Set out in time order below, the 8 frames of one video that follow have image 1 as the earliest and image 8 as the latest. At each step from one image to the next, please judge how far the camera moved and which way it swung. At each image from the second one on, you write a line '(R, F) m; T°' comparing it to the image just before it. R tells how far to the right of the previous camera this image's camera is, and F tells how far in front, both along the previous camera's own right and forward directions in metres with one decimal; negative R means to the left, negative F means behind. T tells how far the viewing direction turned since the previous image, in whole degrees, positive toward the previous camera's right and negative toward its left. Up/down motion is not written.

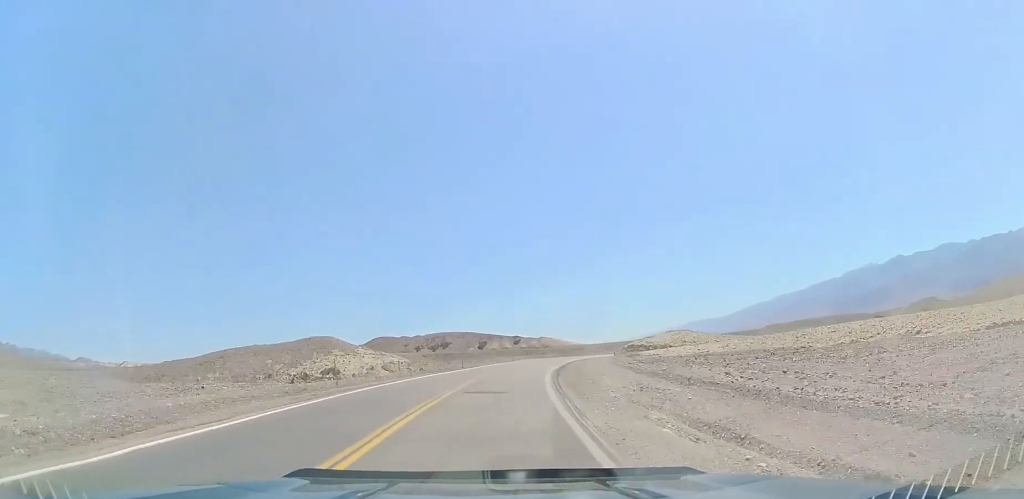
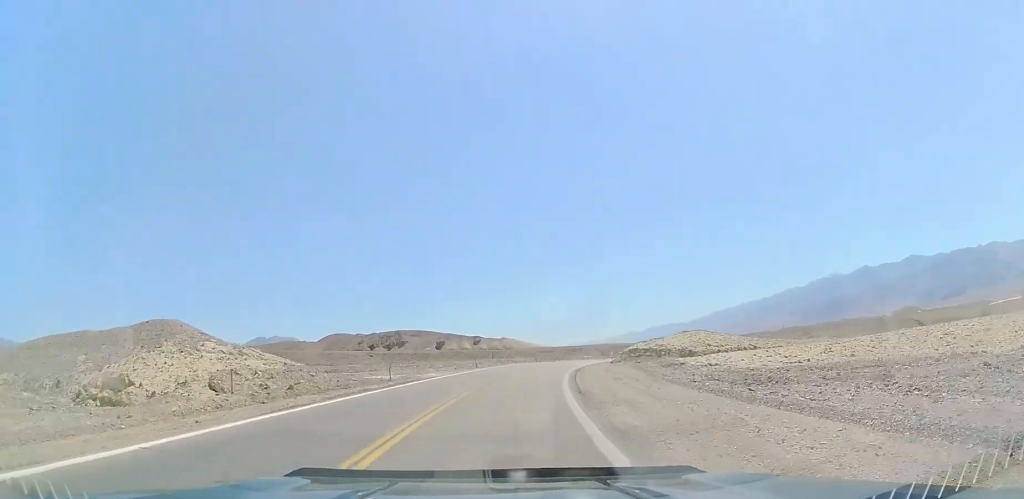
(+0.6, +24.0) m; +3°
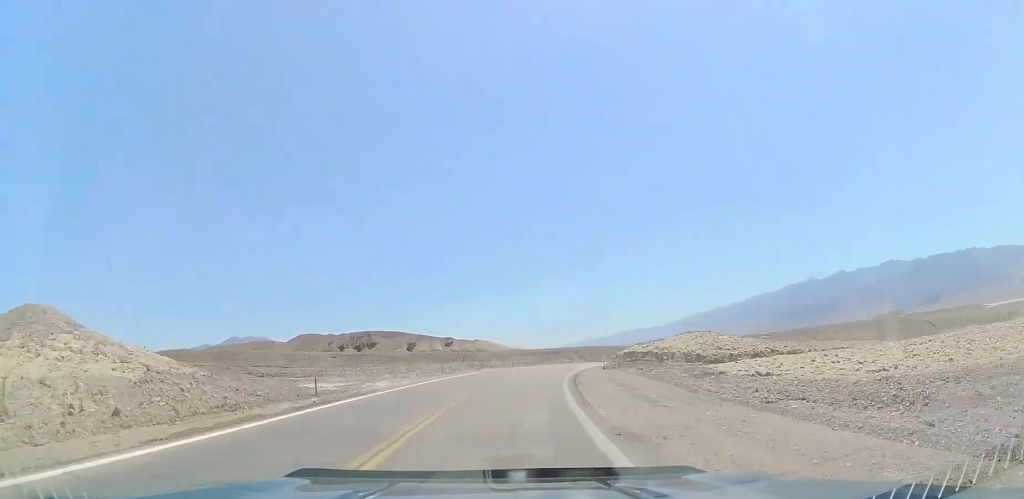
(+0.3, +10.3) m; +1°
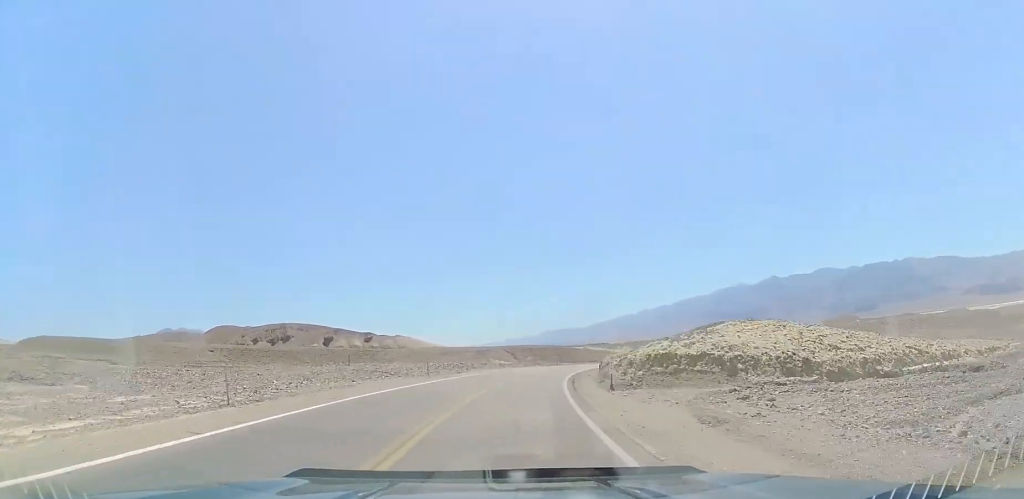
(+0.7, +28.8) m; +7°
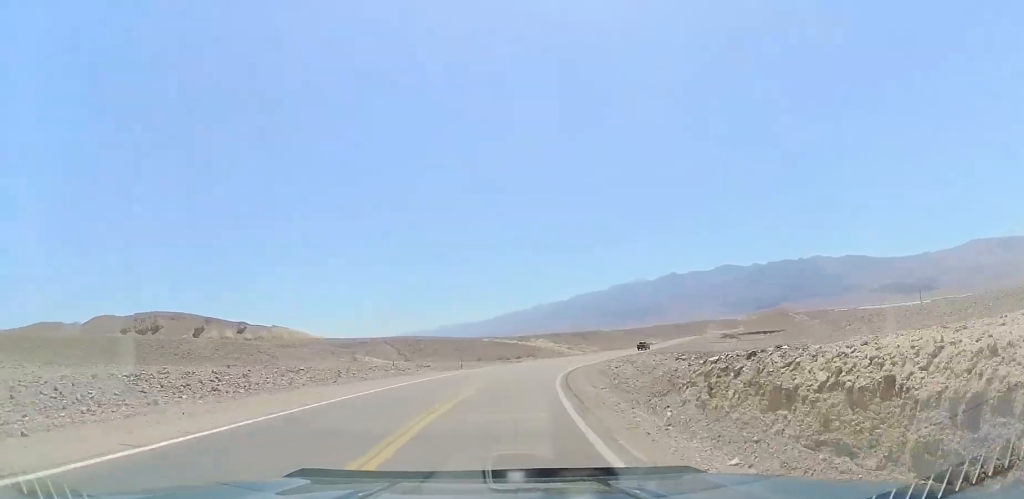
(+5.2, +40.0) m; +12°
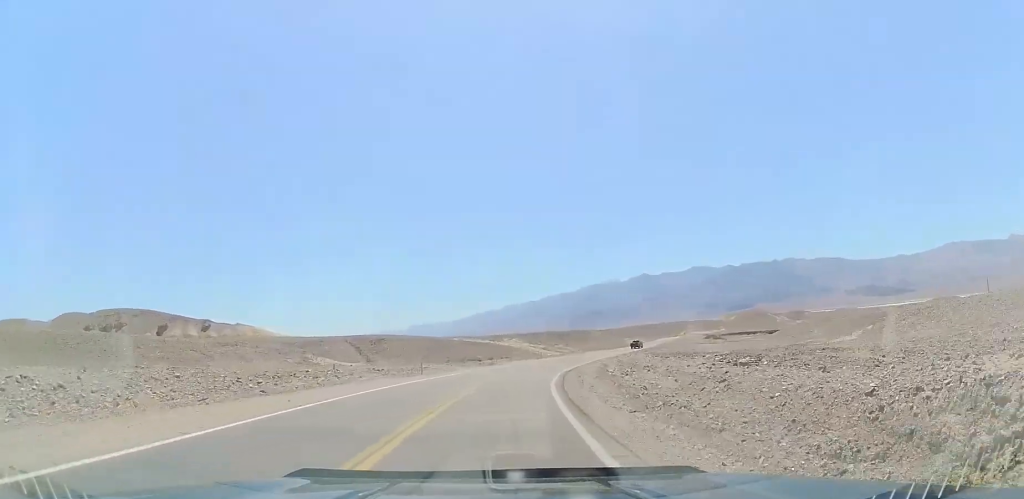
(-0.3, +10.3) m; +2°
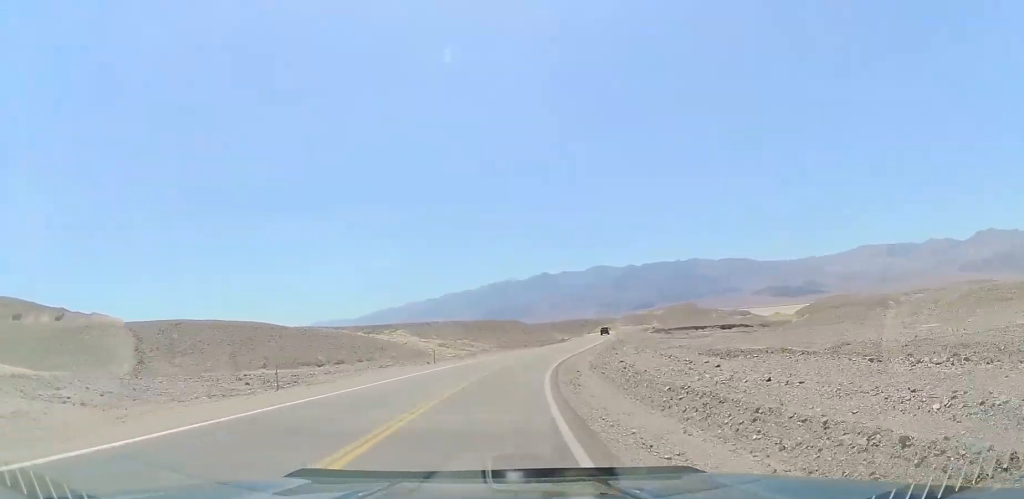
(+6.3, +43.8) m; +15°
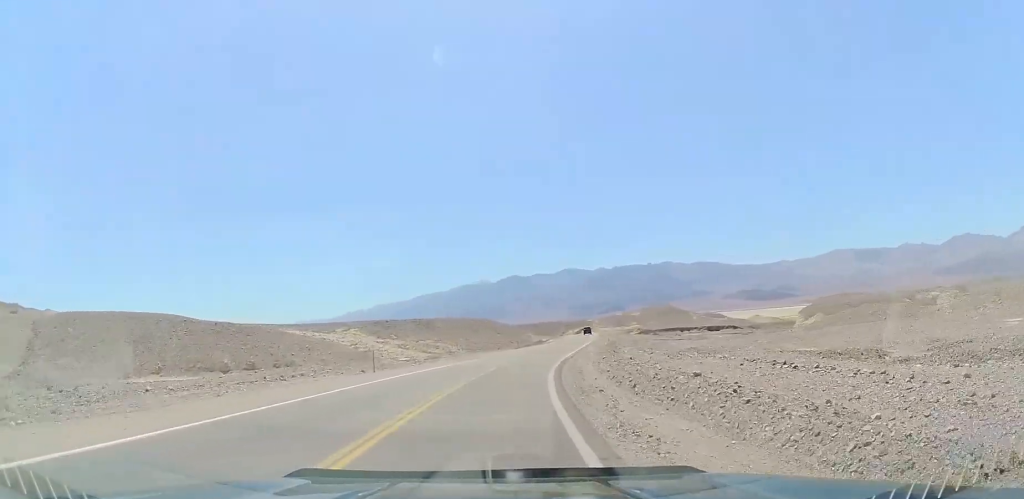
(+0.4, +13.5) m; +4°
